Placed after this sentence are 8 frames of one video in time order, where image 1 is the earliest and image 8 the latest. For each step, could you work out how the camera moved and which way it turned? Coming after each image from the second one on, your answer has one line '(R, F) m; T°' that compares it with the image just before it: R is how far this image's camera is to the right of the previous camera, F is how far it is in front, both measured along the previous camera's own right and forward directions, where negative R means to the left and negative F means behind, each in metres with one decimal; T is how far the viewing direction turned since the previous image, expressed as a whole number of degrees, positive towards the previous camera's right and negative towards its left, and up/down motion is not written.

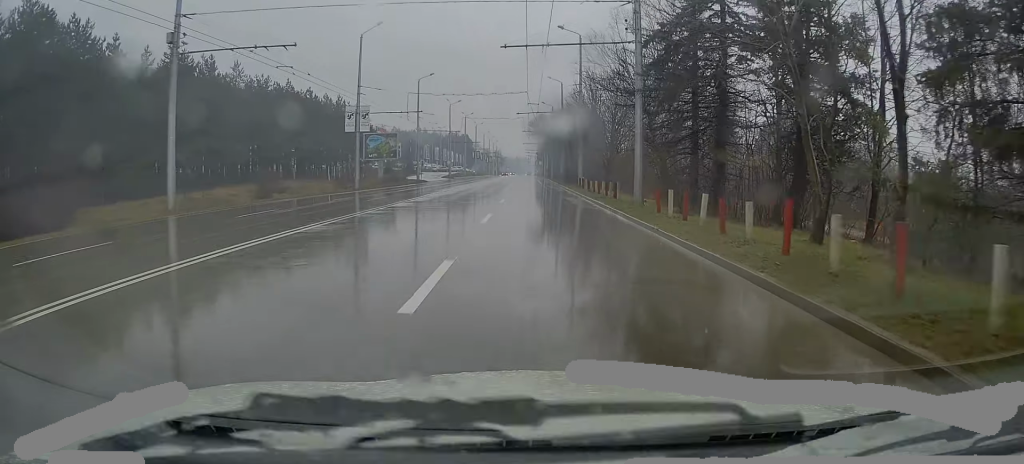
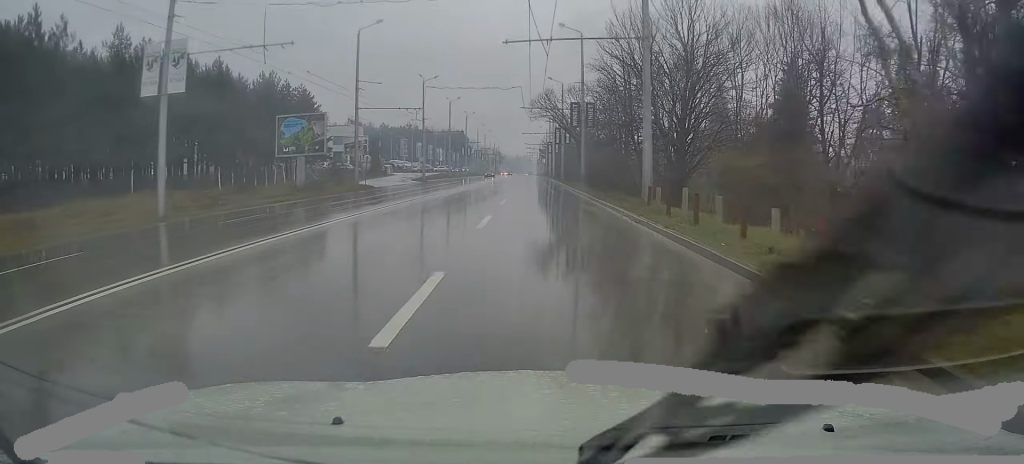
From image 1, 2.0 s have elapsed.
(0.0, +27.4) m; -1°
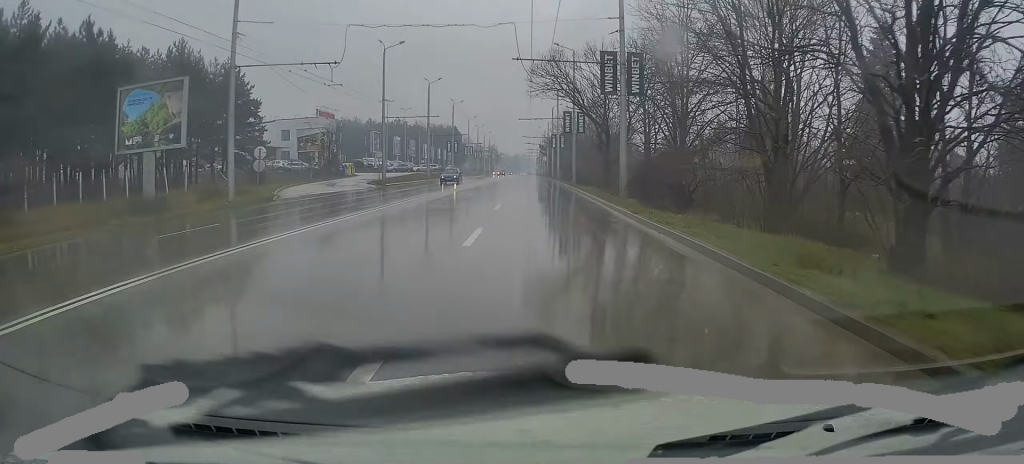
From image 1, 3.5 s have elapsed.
(+0.4, +21.1) m; +2°
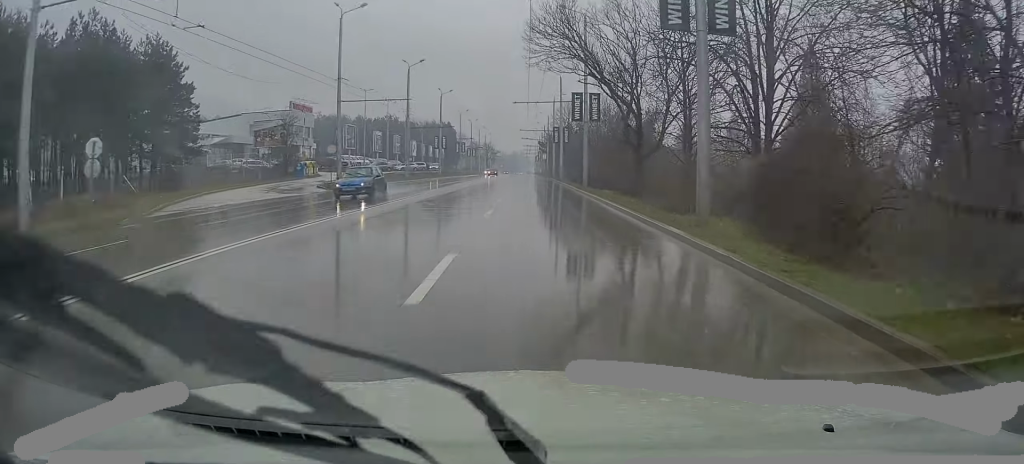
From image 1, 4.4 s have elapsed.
(+0.1, +13.3) m; 0°
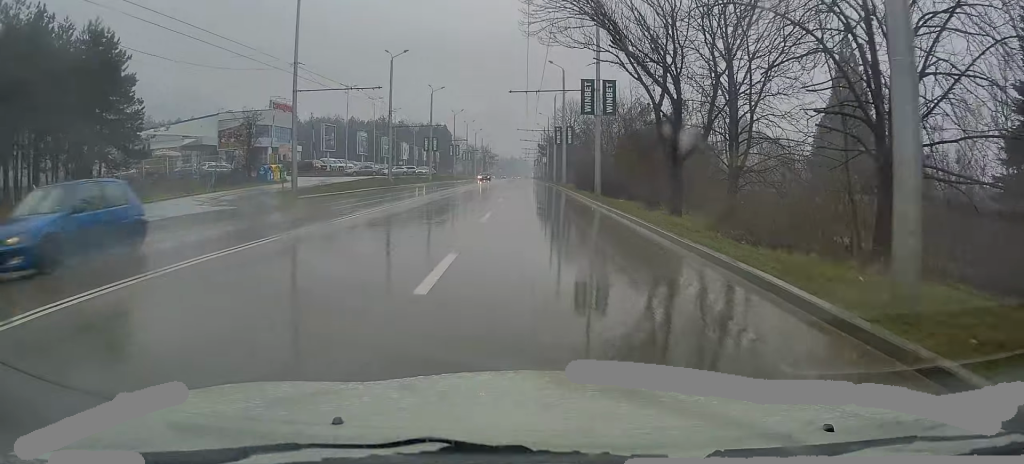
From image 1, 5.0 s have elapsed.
(0.0, +8.6) m; 0°
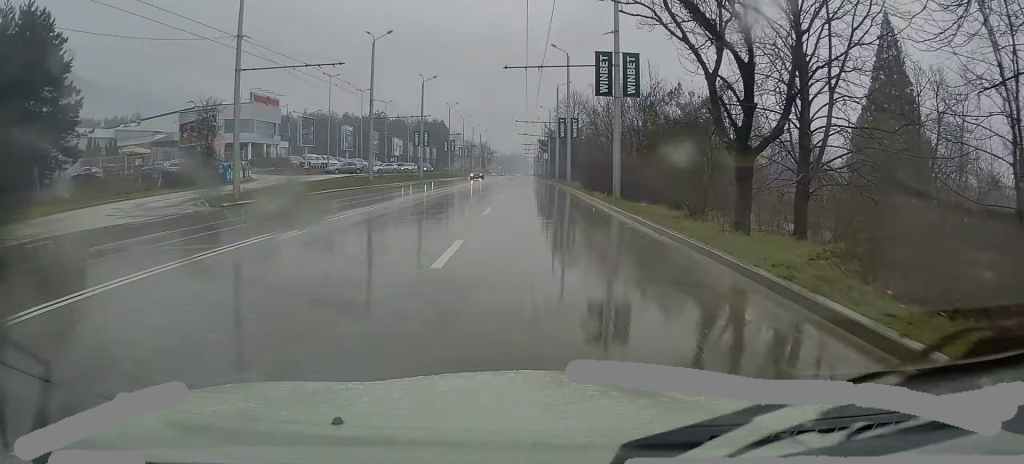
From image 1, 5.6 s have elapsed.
(0.0, +7.7) m; 0°
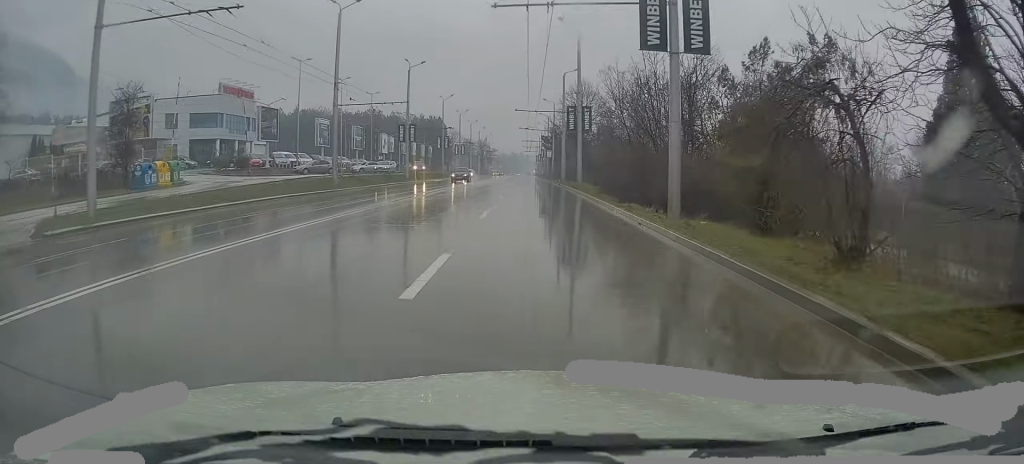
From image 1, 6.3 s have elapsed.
(0.0, +10.9) m; -1°
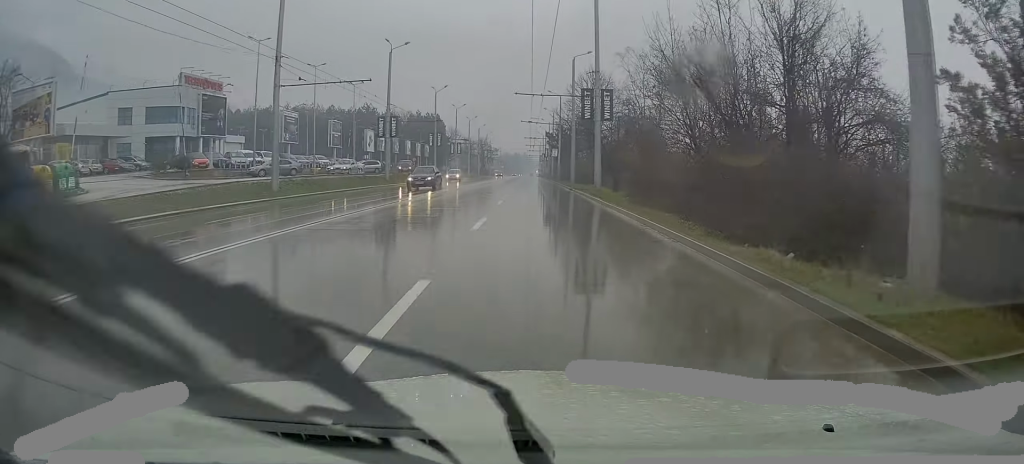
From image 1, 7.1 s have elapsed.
(-0.1, +11.2) m; -1°
